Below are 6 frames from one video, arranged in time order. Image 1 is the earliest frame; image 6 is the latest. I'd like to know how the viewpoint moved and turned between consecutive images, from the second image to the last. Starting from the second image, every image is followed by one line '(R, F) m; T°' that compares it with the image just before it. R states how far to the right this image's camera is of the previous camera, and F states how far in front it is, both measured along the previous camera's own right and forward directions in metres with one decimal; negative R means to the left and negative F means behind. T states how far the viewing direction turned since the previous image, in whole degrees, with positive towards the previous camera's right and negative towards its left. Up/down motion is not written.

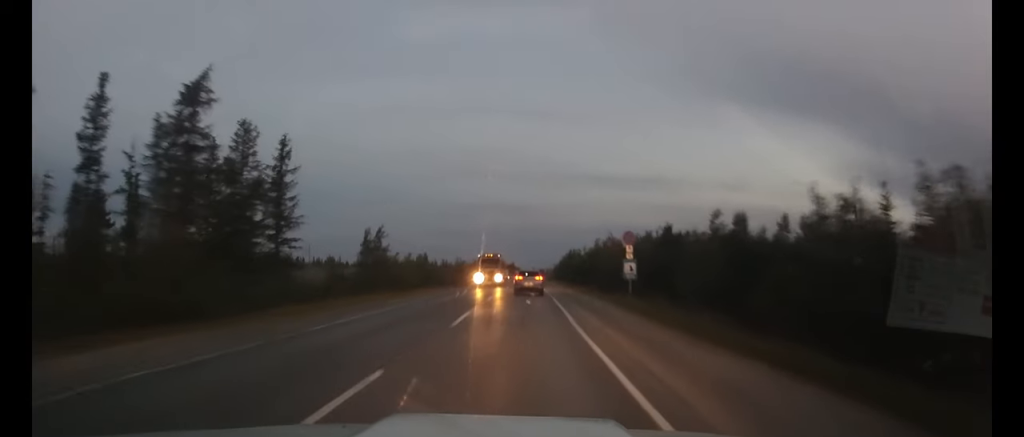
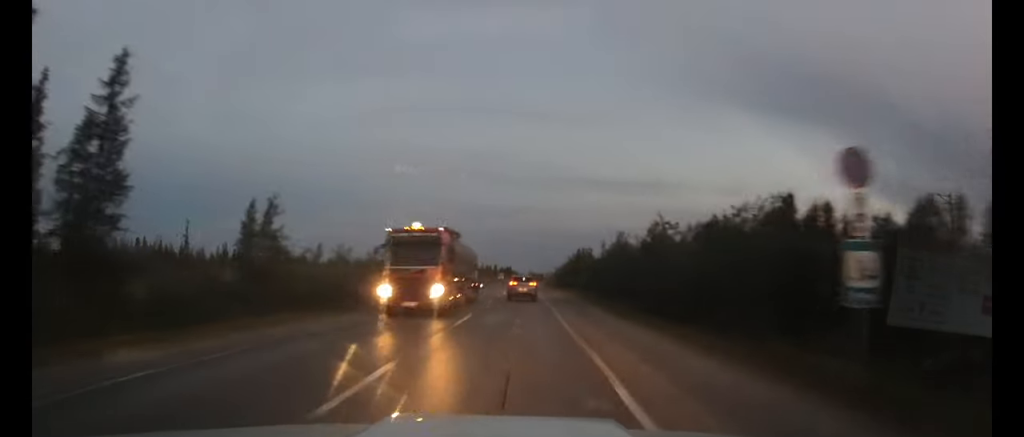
(+0.1, +22.0) m; 0°
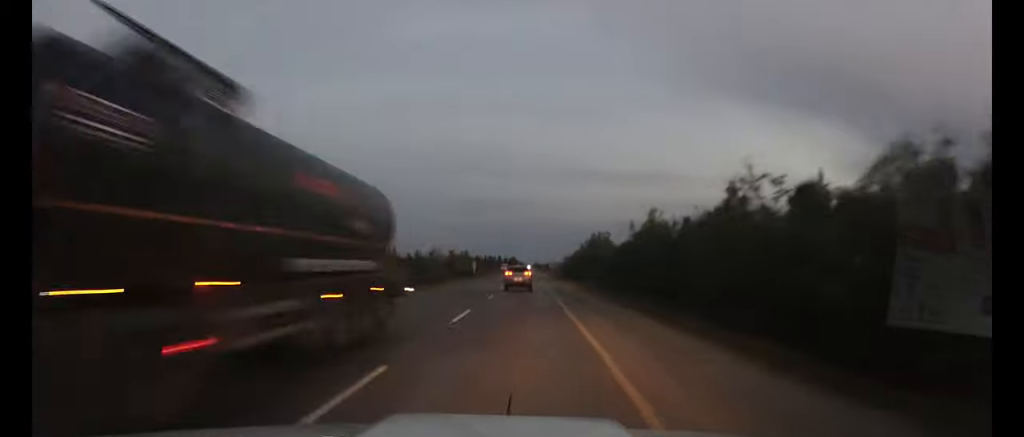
(0.0, +13.7) m; 0°
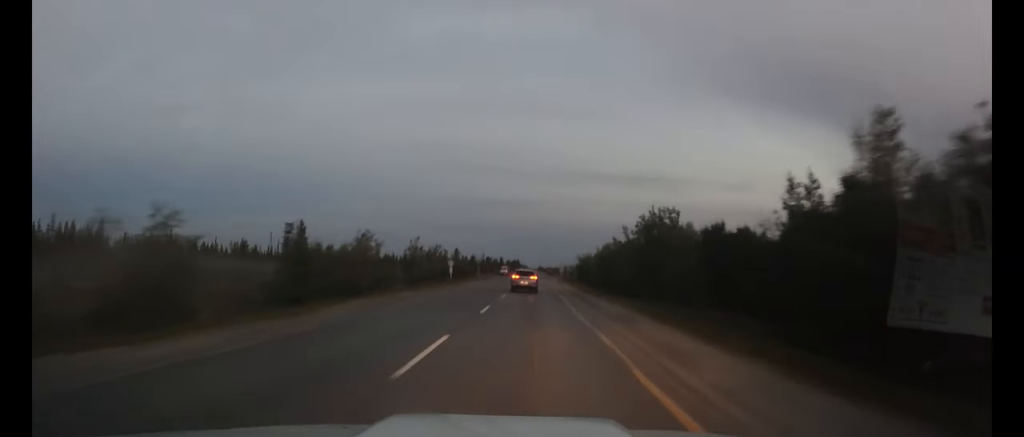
(-0.2, +31.2) m; -1°
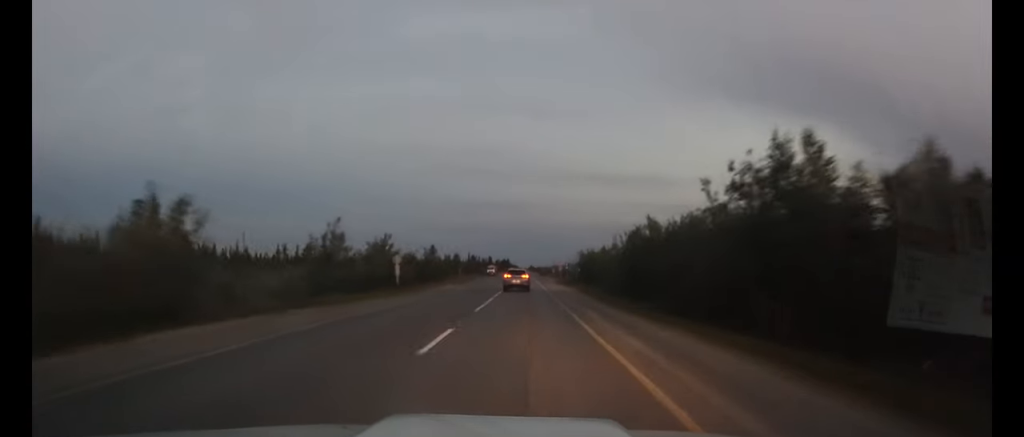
(0.0, +21.7) m; 0°
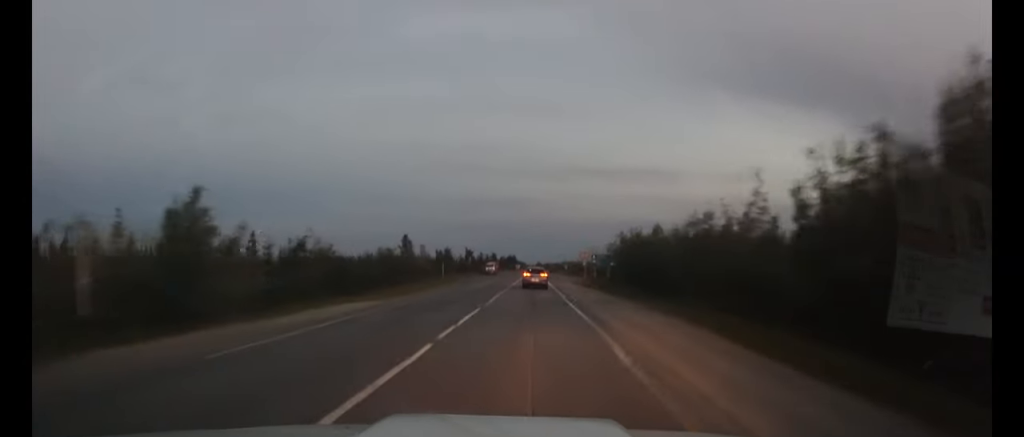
(+0.1, +31.1) m; 0°
